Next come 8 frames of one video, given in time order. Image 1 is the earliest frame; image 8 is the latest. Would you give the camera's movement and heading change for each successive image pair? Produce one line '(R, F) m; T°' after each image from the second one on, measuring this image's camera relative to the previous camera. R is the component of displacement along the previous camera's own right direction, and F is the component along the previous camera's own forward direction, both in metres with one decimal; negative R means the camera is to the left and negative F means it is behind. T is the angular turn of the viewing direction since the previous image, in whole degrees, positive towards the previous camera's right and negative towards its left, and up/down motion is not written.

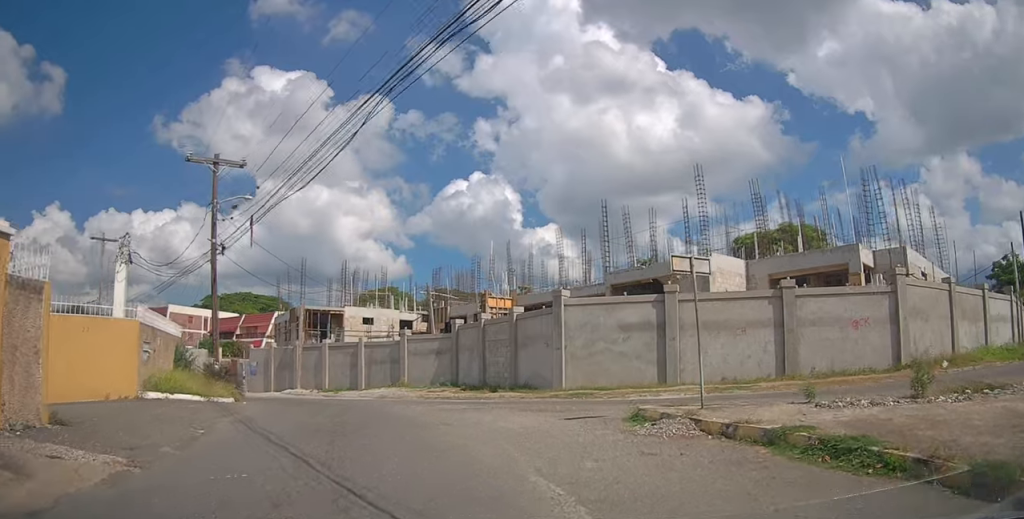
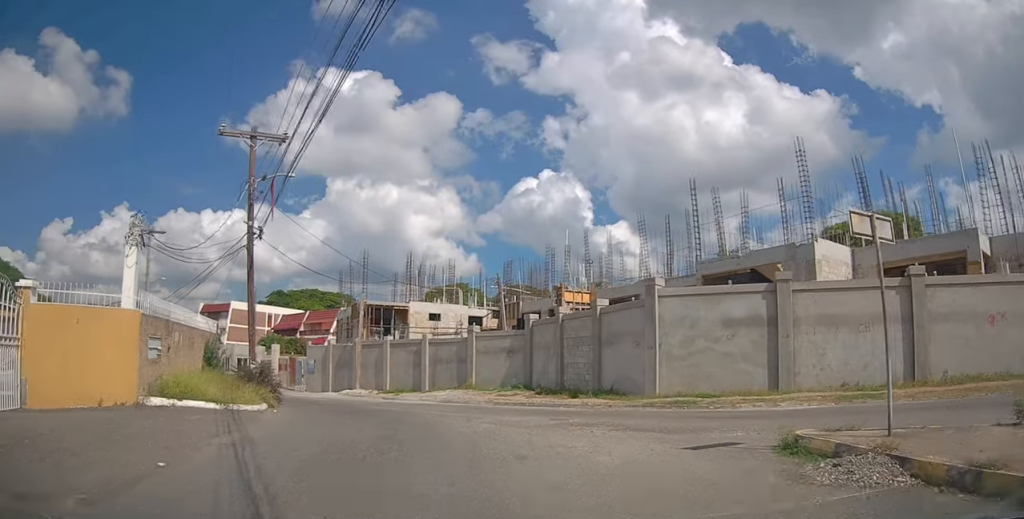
(-0.2, +3.4) m; -8°
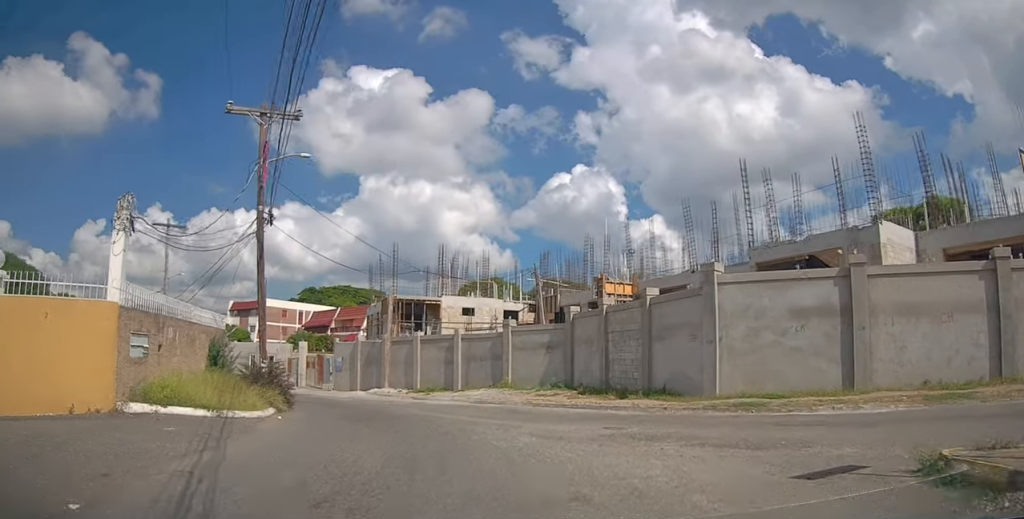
(-0.1, +2.2) m; -5°
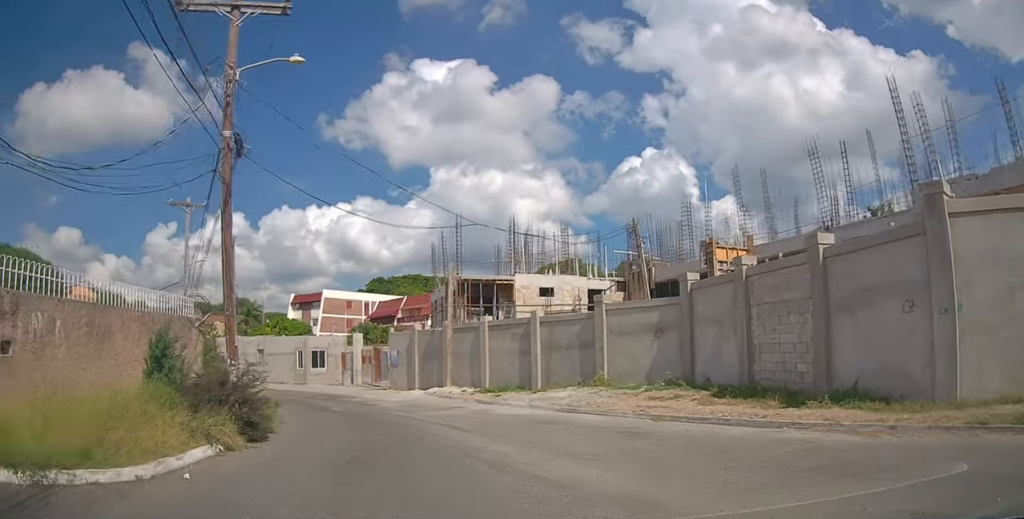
(-0.4, +5.8) m; -4°
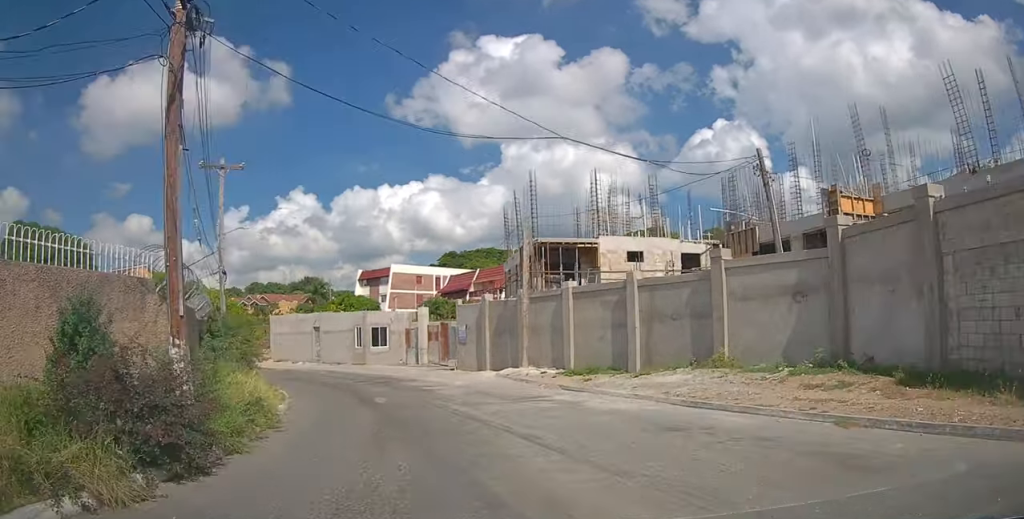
(-0.1, +3.8) m; -4°
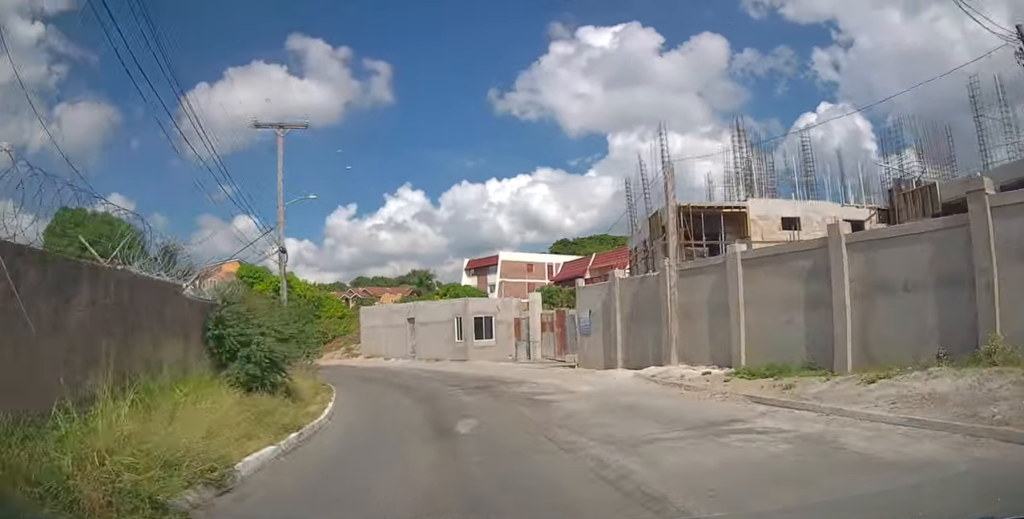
(-0.3, +5.3) m; -9°
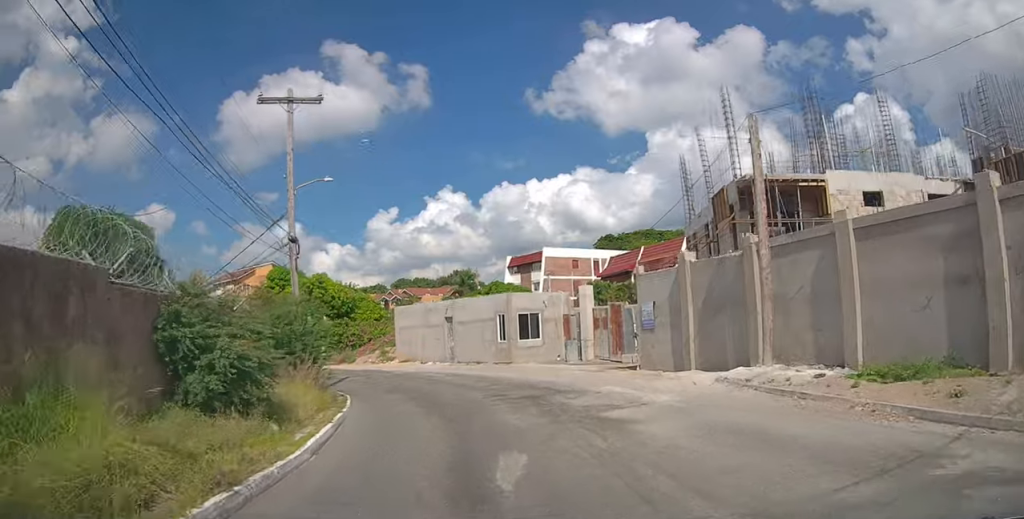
(0.0, +3.0) m; -5°
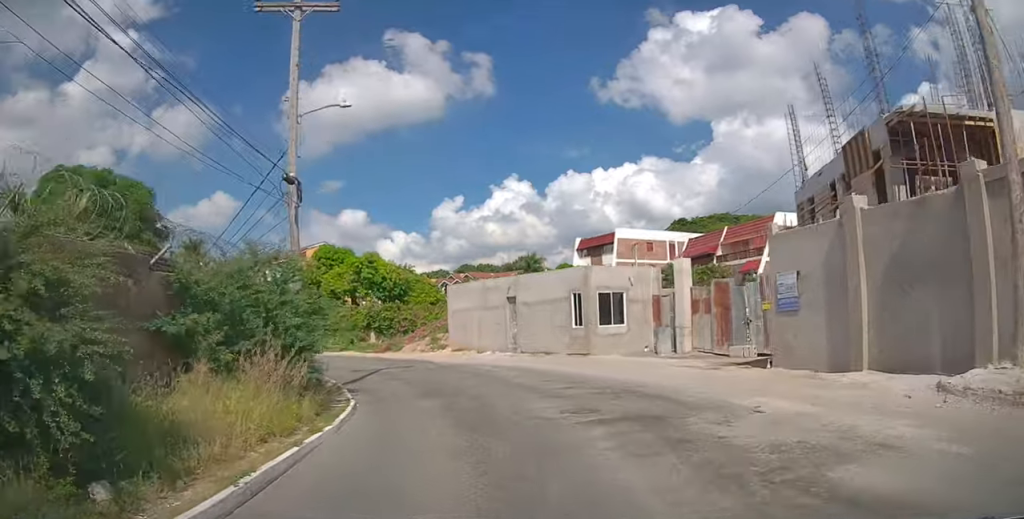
(-0.4, +5.3) m; -8°
